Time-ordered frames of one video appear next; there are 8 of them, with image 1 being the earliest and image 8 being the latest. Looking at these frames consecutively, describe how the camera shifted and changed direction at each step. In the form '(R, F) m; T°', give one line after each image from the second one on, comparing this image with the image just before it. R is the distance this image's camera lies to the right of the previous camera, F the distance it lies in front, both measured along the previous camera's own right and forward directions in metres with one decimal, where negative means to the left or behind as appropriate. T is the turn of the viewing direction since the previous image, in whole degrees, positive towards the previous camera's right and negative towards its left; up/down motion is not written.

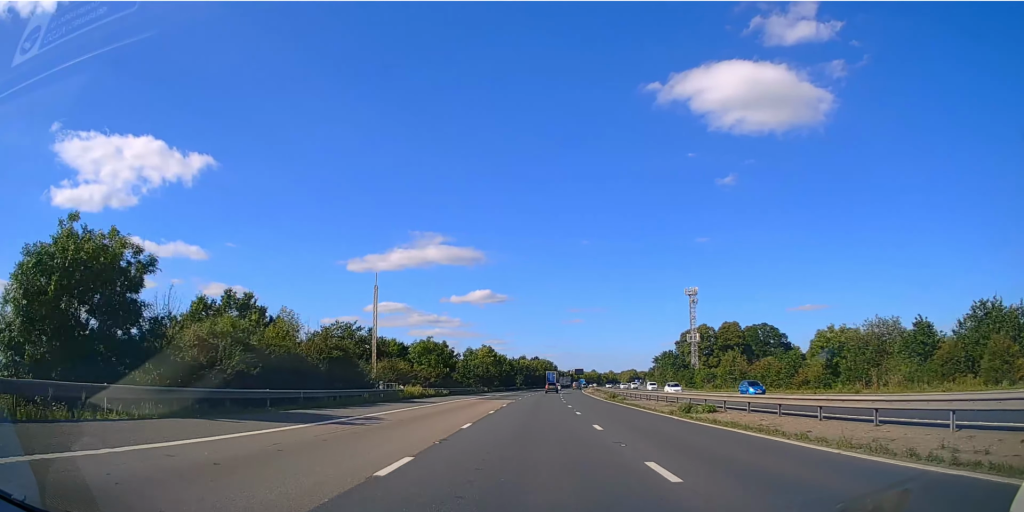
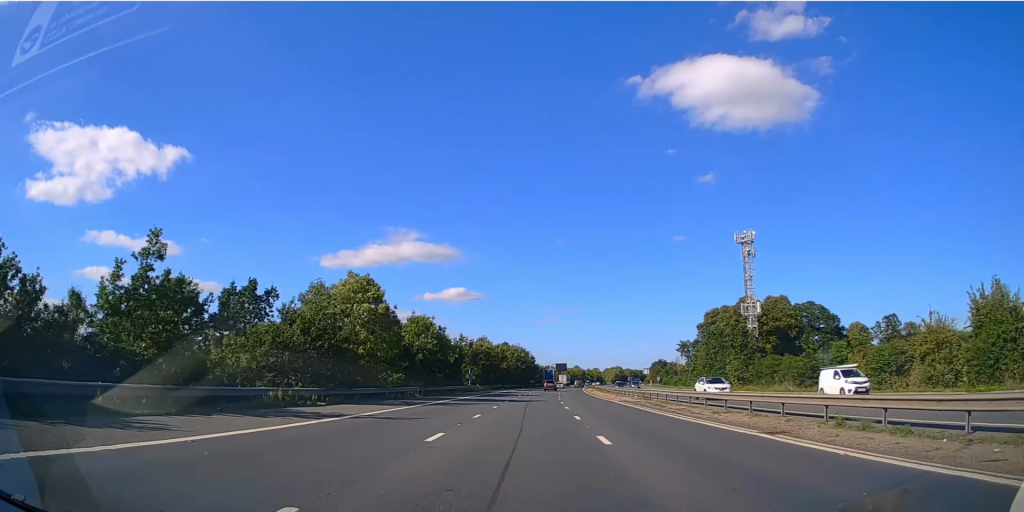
(+1.0, +61.7) m; +2°
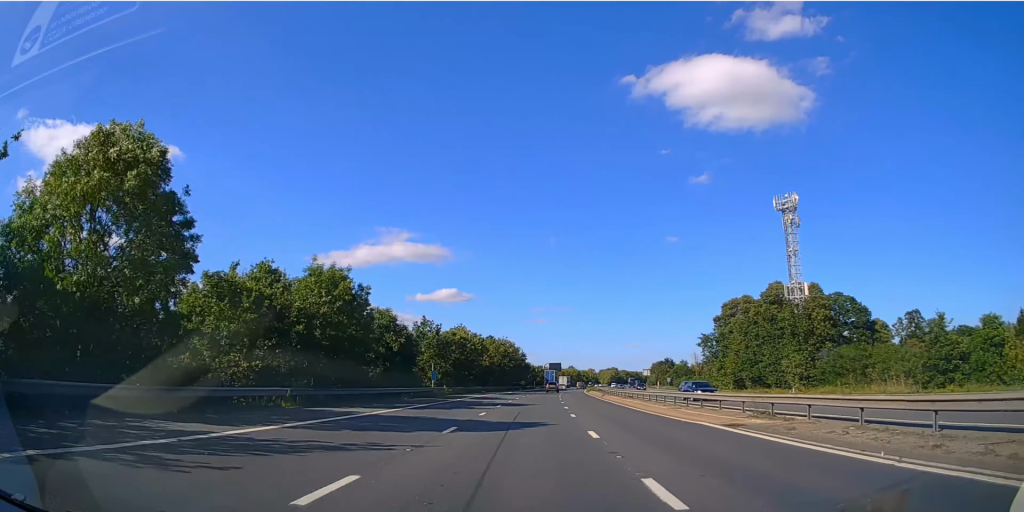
(+0.2, +20.6) m; +1°
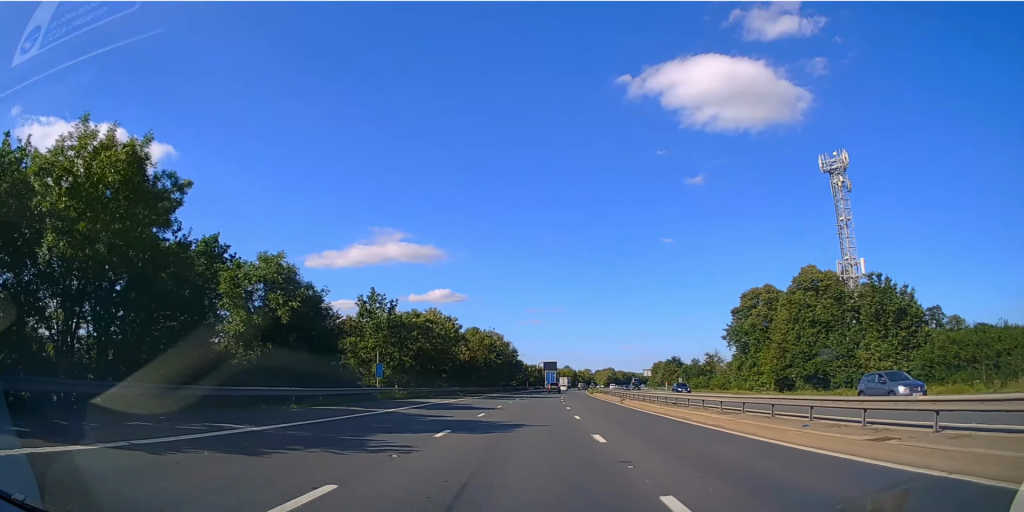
(+0.1, +15.6) m; +1°
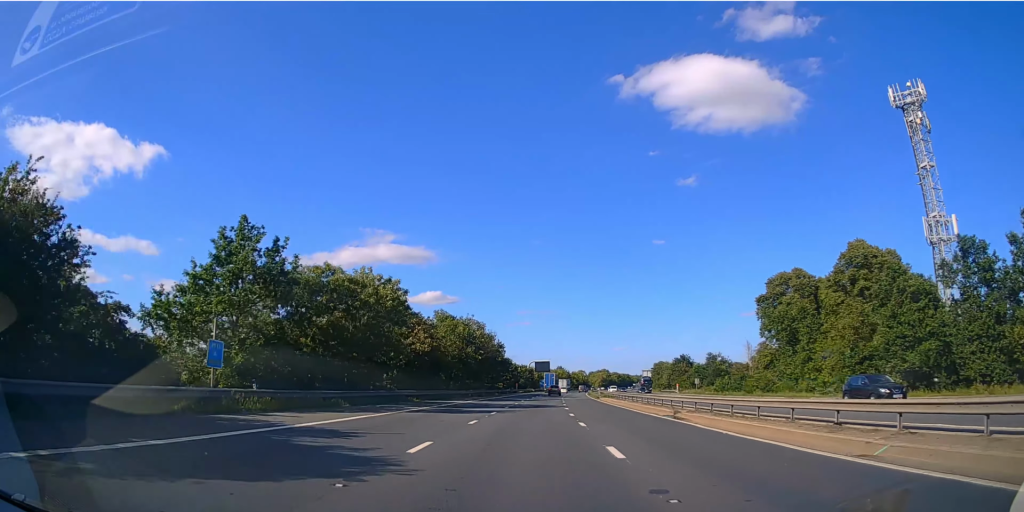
(+0.1, +17.4) m; +1°
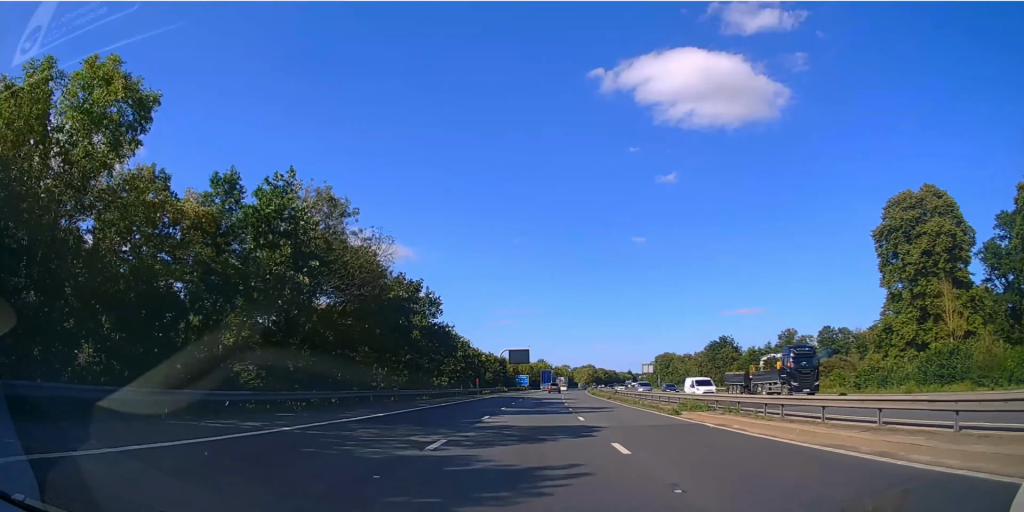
(+0.6, +45.3) m; +2°
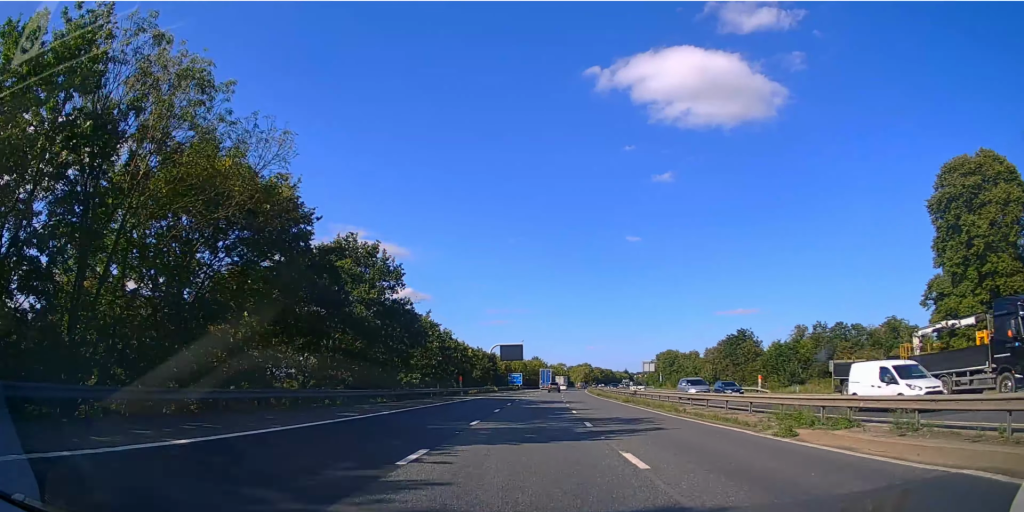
(+0.2, +12.4) m; +1°
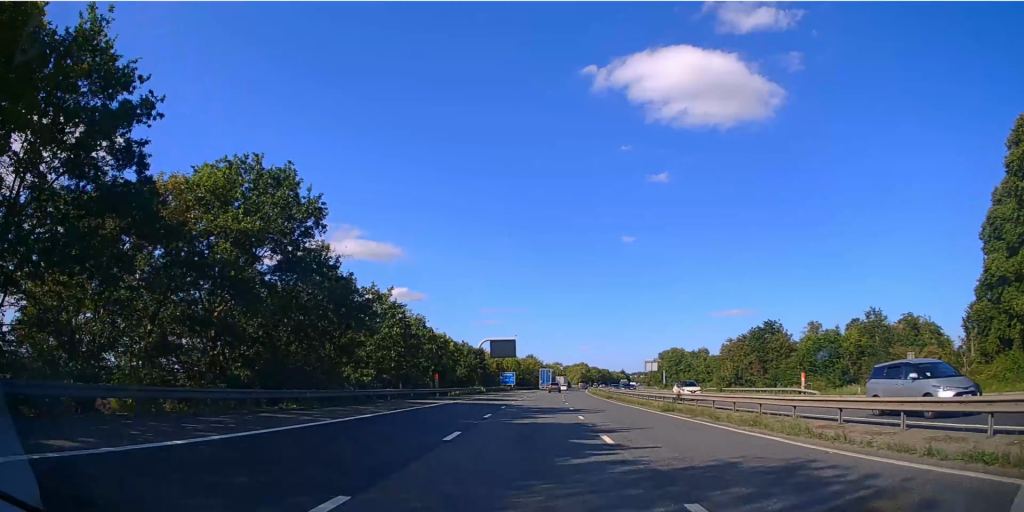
(+0.1, +13.4) m; +1°
